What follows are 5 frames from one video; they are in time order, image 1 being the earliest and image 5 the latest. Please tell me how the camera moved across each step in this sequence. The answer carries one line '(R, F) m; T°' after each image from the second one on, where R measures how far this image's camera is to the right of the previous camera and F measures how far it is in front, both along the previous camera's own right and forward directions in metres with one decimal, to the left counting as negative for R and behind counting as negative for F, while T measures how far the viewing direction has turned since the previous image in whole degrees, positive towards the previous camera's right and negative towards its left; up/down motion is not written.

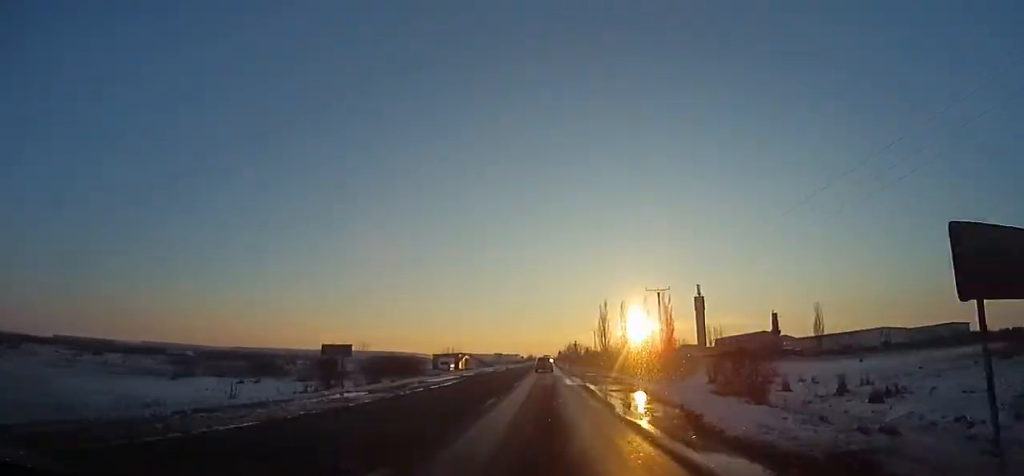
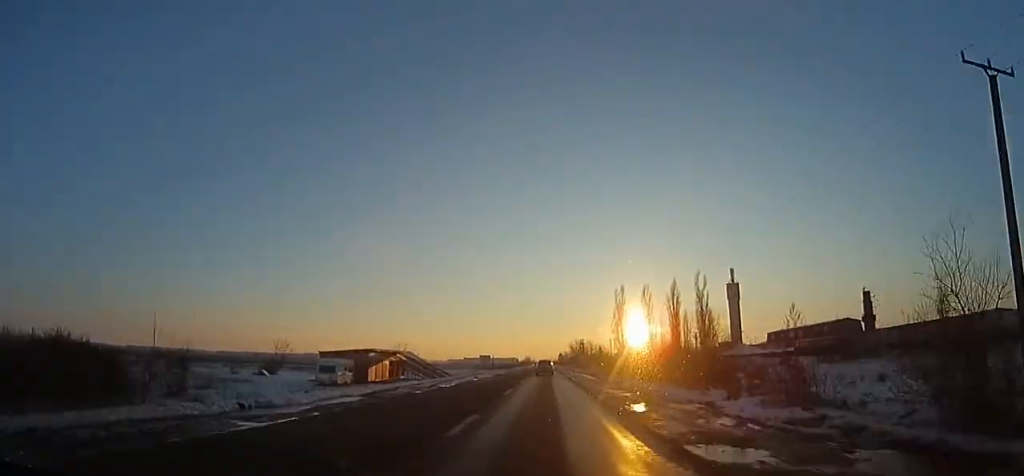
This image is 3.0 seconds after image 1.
(+0.1, +48.6) m; +1°
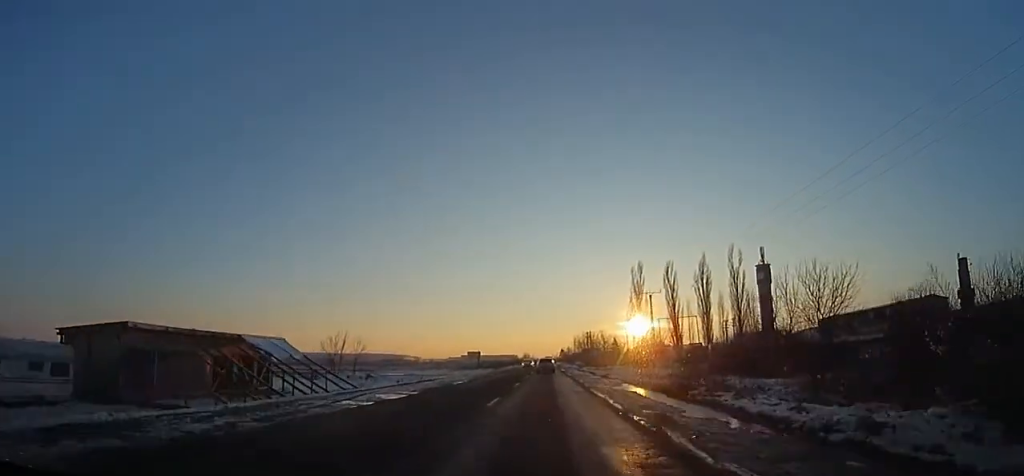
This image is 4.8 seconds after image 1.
(+0.6, +30.0) m; 0°
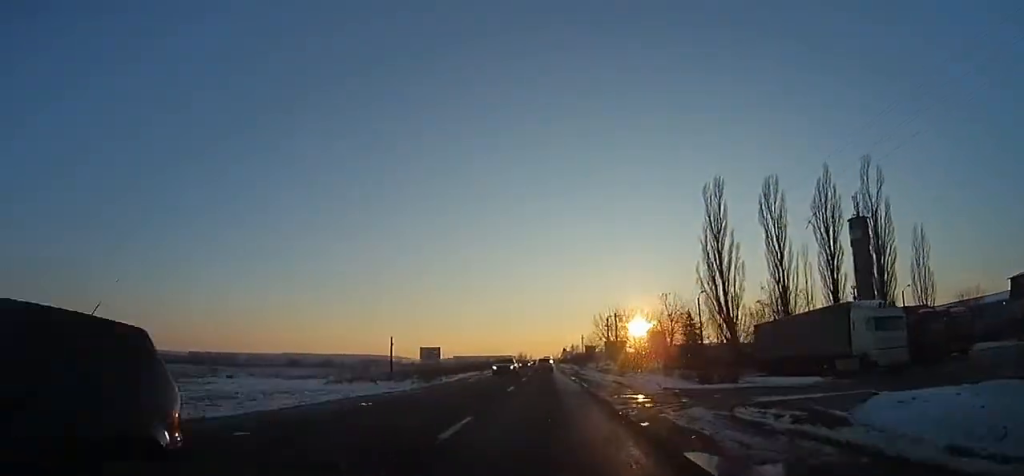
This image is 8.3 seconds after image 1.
(-1.4, +60.2) m; -2°
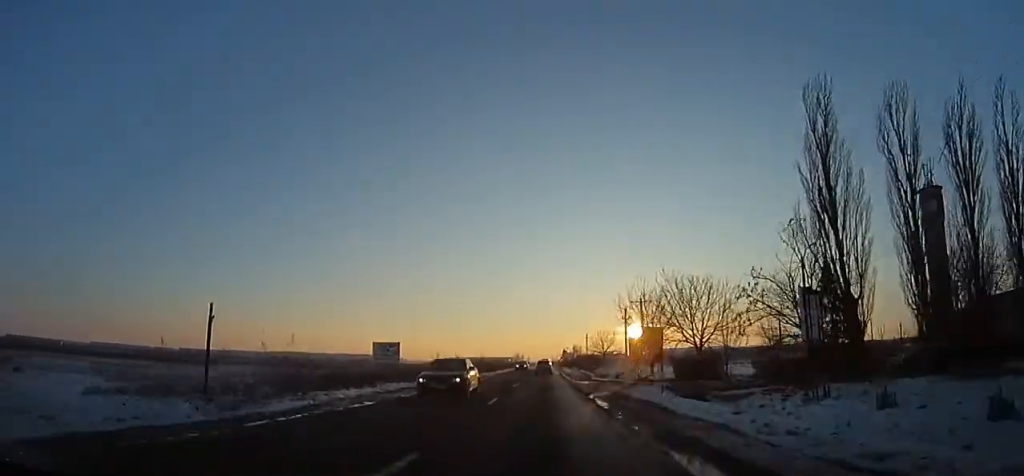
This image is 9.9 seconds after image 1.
(-0.1, +27.7) m; +1°
